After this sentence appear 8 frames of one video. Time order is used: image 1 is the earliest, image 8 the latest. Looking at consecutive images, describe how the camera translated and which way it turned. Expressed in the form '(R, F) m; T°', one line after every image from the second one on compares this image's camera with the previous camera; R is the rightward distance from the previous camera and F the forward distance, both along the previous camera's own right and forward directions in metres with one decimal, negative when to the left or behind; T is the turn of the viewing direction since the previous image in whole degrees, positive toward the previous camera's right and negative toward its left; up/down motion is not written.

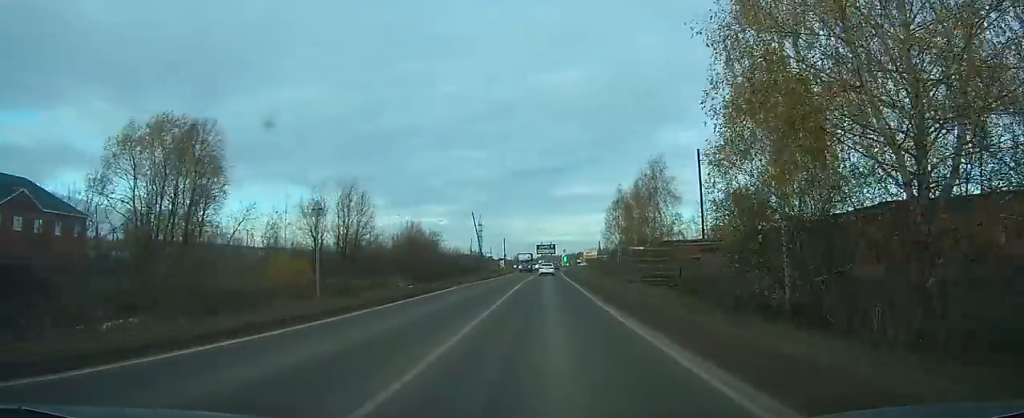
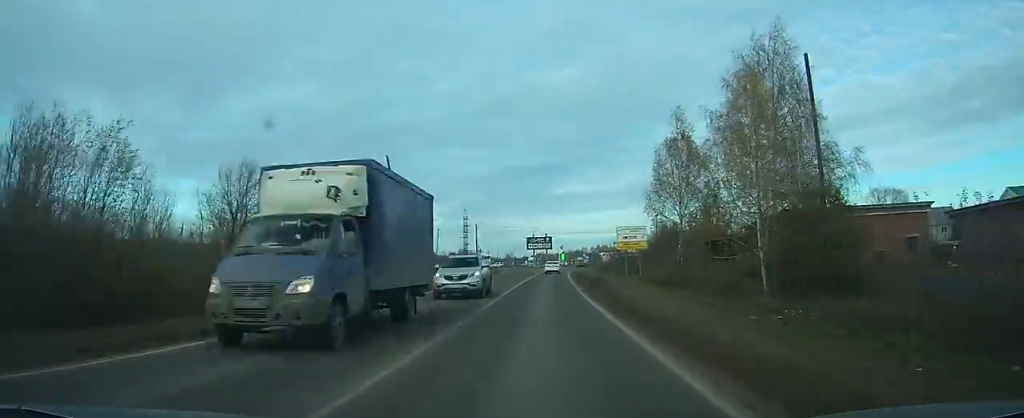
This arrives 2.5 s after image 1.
(+0.2, +47.1) m; +1°
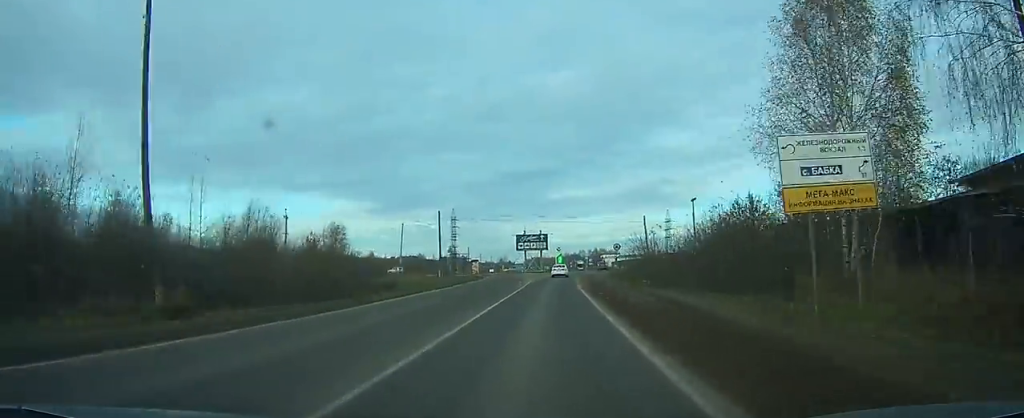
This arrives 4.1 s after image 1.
(+0.1, +29.0) m; 0°
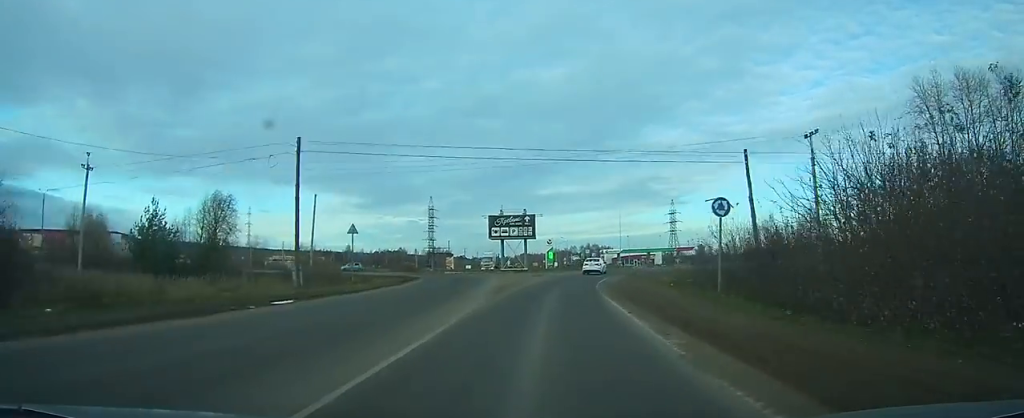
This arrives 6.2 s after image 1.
(+0.1, +35.7) m; +1°
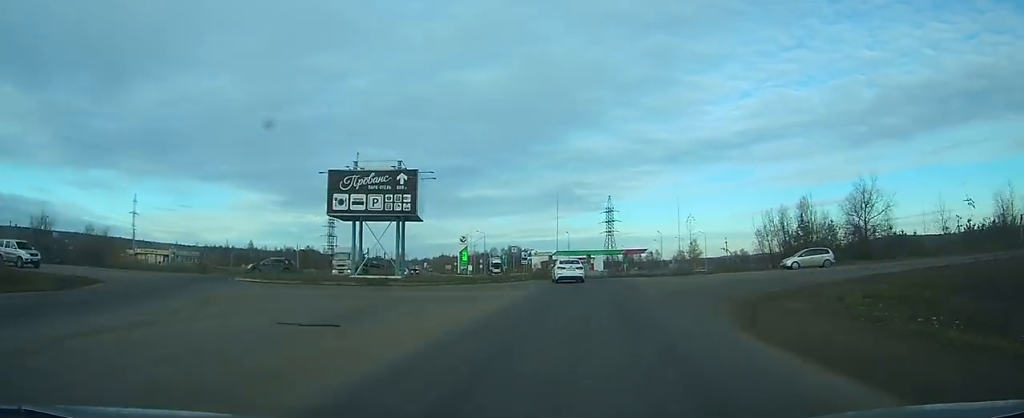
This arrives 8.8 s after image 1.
(+0.7, +40.5) m; +4°
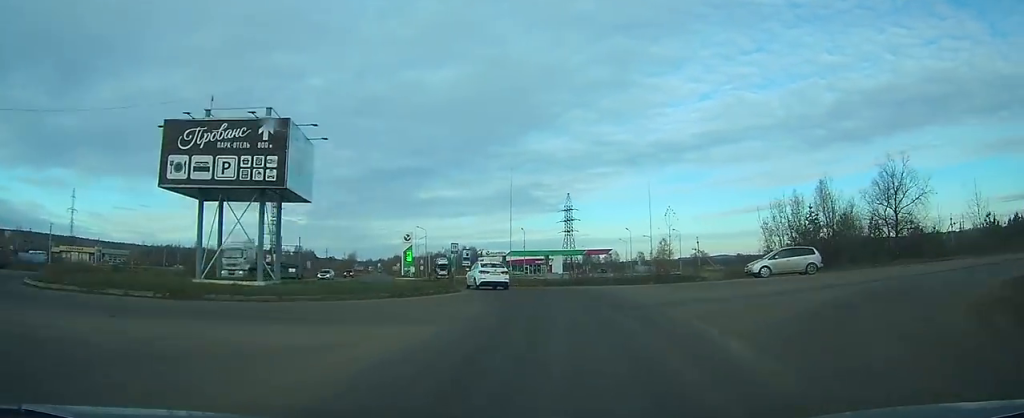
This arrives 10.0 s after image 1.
(+0.4, +16.3) m; +2°
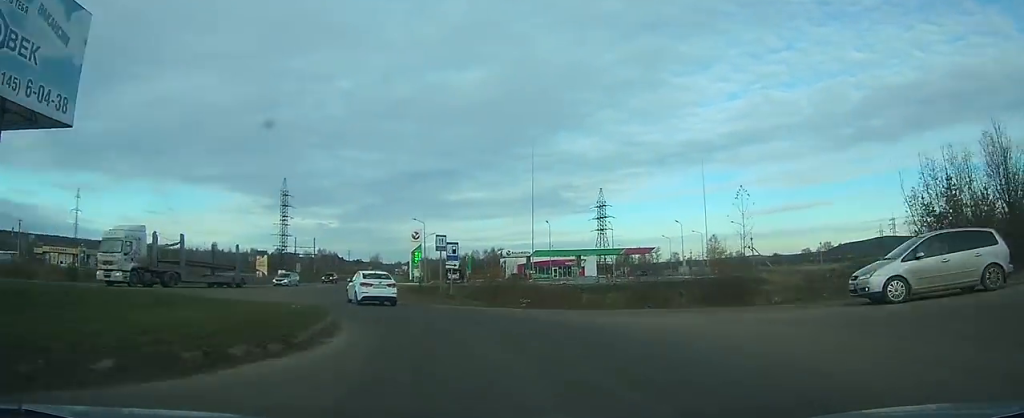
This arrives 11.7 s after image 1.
(+0.7, +20.7) m; +1°
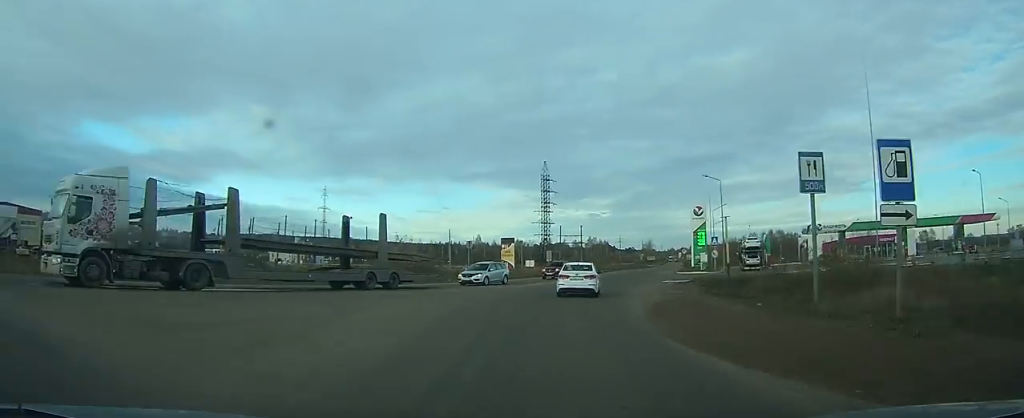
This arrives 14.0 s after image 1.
(-1.1, +25.7) m; -9°
